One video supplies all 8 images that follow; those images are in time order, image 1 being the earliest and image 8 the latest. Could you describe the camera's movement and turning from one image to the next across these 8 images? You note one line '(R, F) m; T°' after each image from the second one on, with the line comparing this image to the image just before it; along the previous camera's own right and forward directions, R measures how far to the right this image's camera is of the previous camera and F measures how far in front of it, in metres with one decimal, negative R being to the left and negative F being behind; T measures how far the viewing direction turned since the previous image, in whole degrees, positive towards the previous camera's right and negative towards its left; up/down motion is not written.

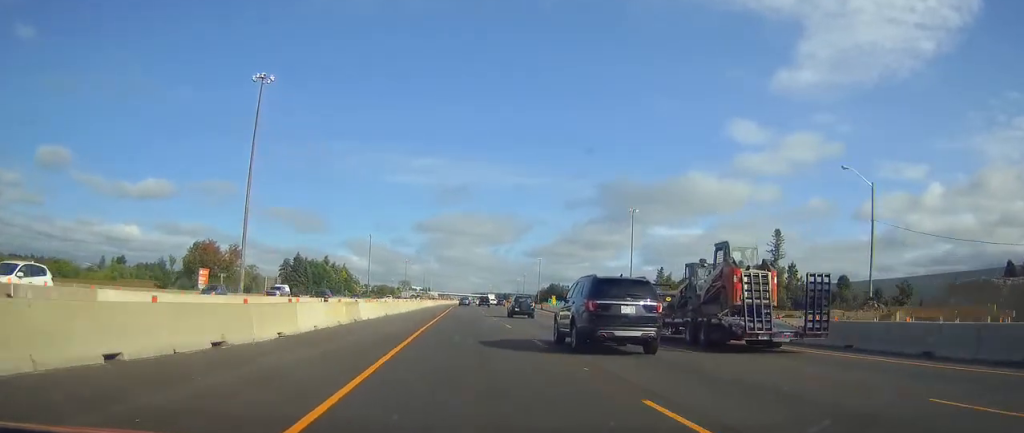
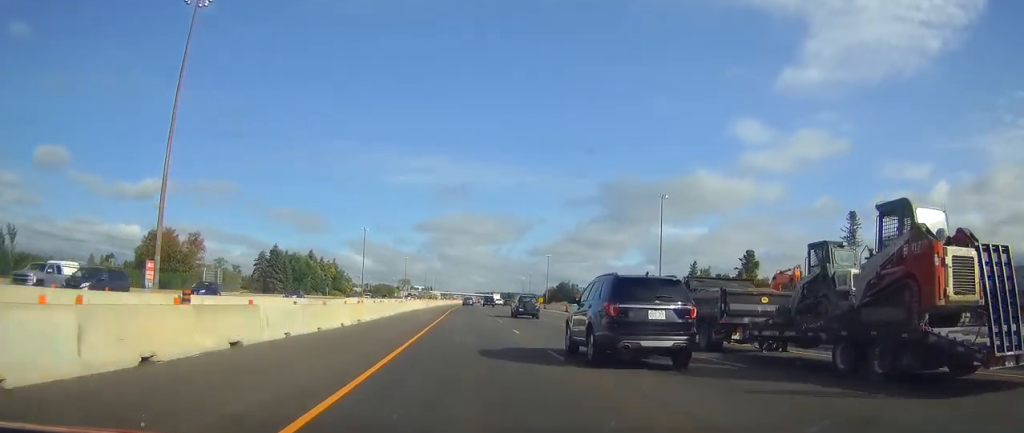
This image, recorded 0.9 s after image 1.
(-0.1, +27.6) m; 0°
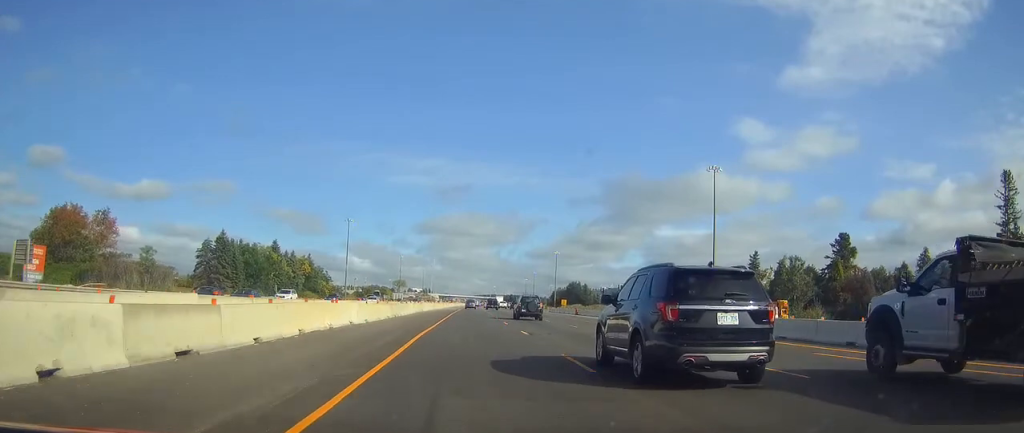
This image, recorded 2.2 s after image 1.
(0.0, +39.0) m; 0°
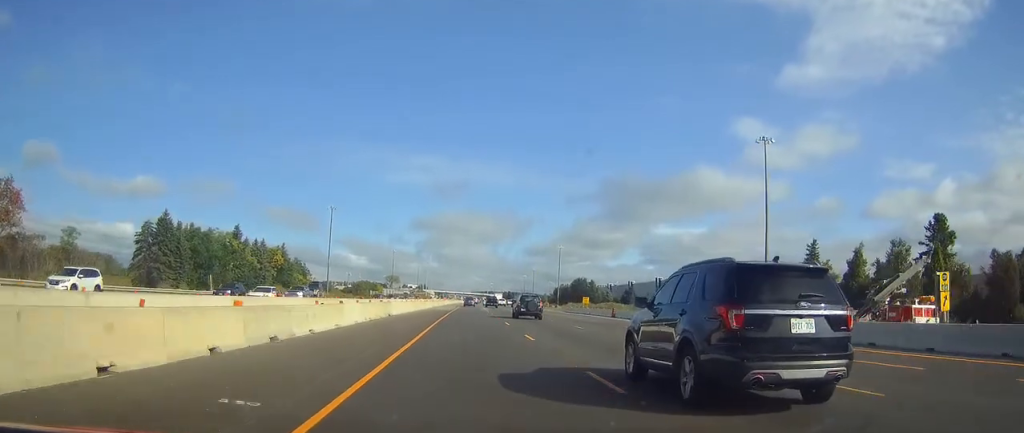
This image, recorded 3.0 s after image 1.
(+0.1, +26.7) m; 0°
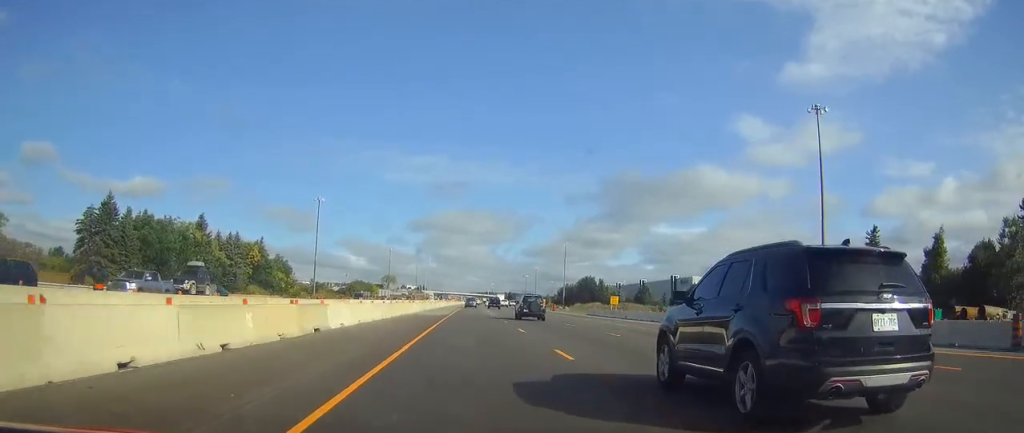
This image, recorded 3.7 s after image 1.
(0.0, +19.6) m; 0°
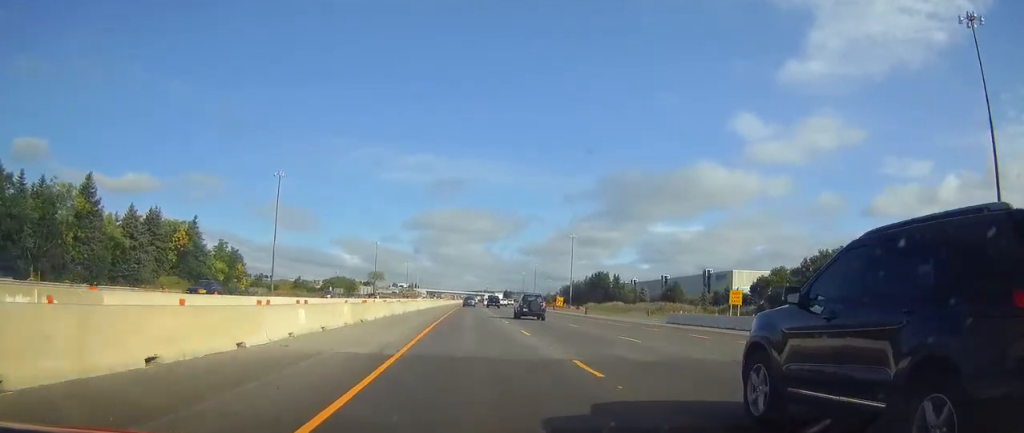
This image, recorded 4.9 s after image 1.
(0.0, +39.3) m; 0°
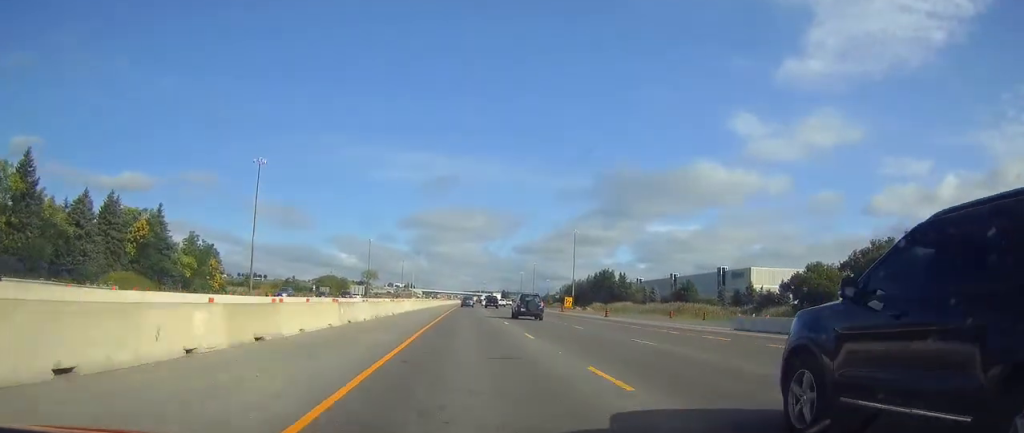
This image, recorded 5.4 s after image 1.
(0.0, +14.5) m; 0°
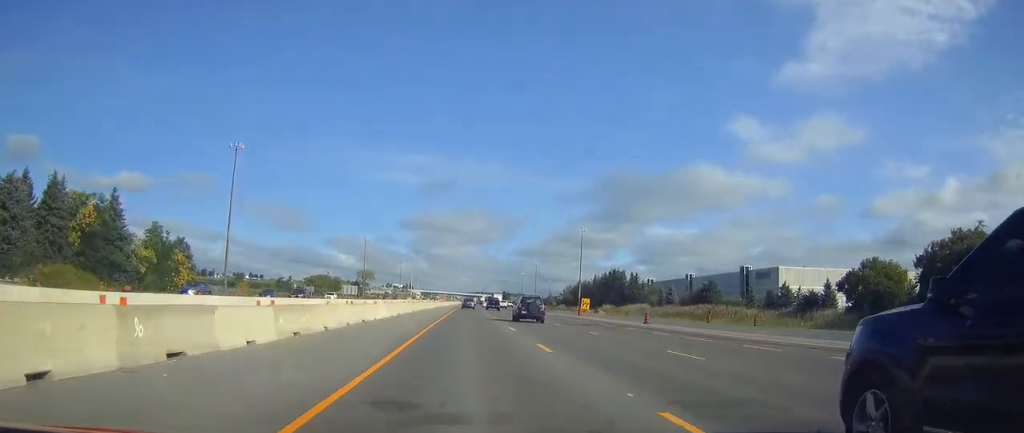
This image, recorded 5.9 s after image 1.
(0.0, +16.5) m; 0°
